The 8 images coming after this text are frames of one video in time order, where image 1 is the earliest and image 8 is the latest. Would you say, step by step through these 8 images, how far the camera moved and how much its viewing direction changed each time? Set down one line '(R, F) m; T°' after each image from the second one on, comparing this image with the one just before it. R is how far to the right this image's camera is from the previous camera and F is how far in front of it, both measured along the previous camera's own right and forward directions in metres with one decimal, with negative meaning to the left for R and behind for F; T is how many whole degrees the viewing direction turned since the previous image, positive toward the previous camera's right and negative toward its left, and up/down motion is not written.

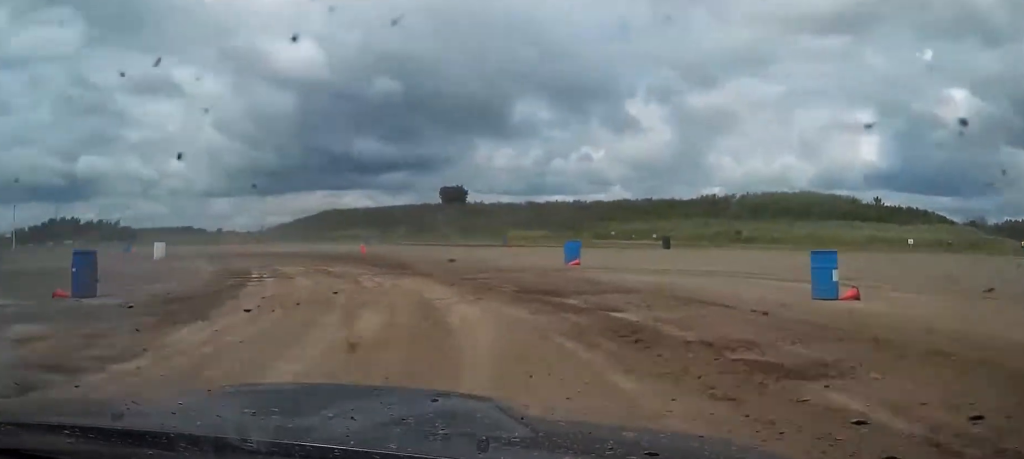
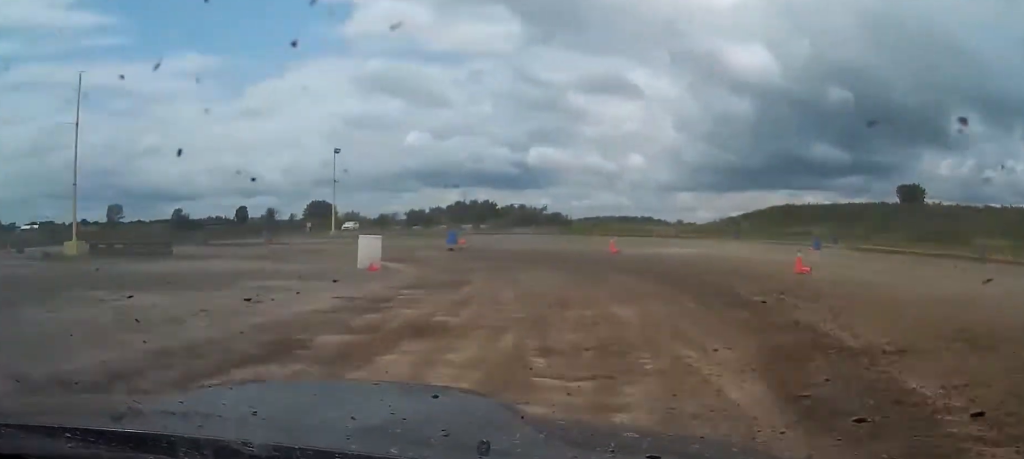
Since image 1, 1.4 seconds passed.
(-3.5, +12.2) m; -25°
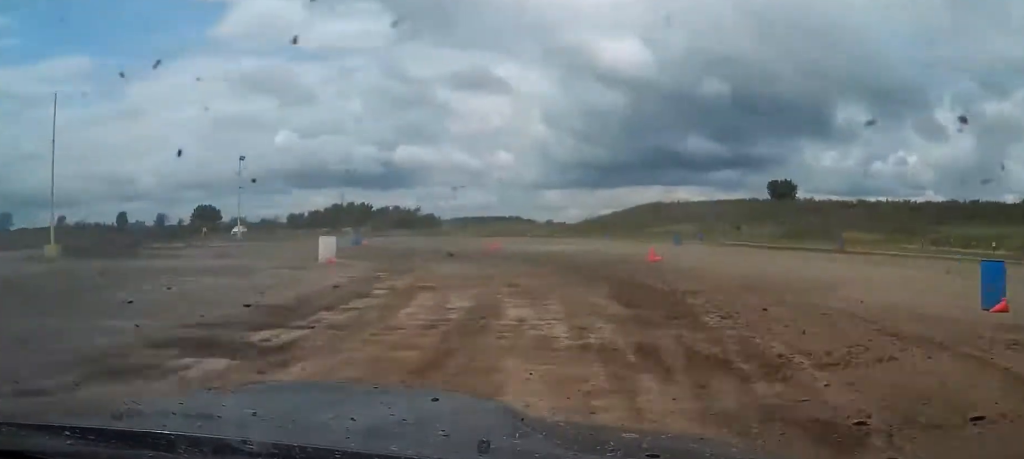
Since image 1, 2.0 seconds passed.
(0.0, +7.3) m; -6°
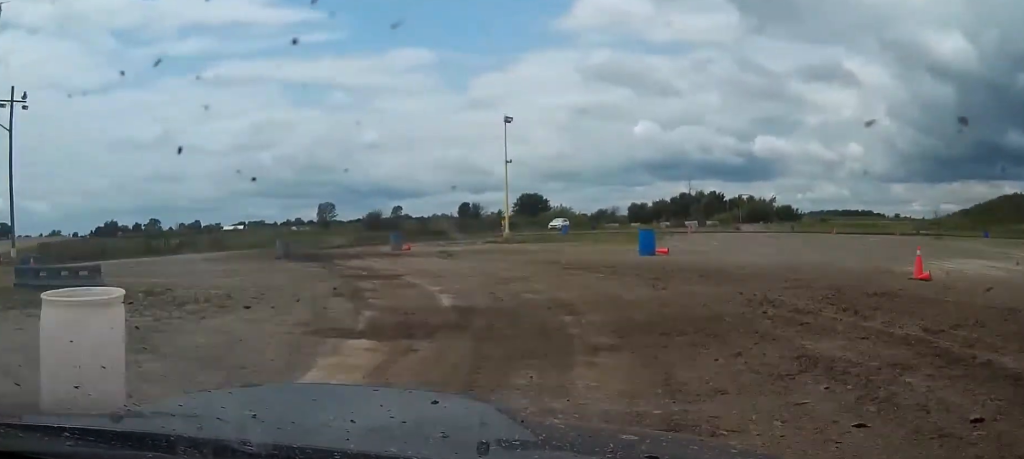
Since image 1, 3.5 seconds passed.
(-4.0, +19.3) m; -28°
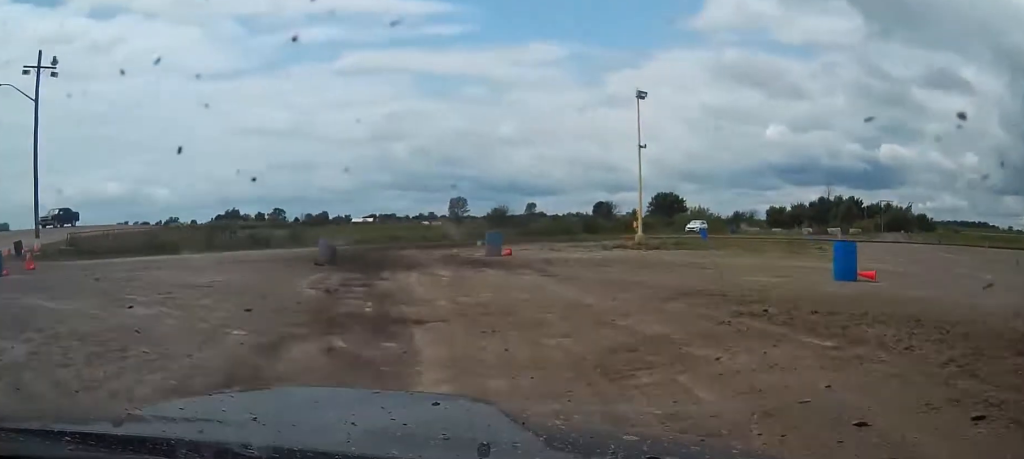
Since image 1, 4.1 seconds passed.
(-1.8, +8.7) m; -9°
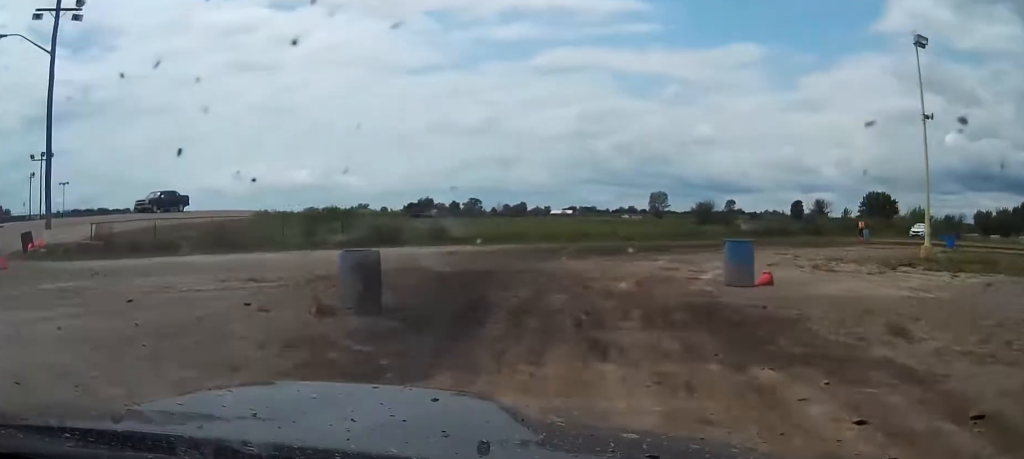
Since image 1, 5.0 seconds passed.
(-0.9, +14.0) m; -6°
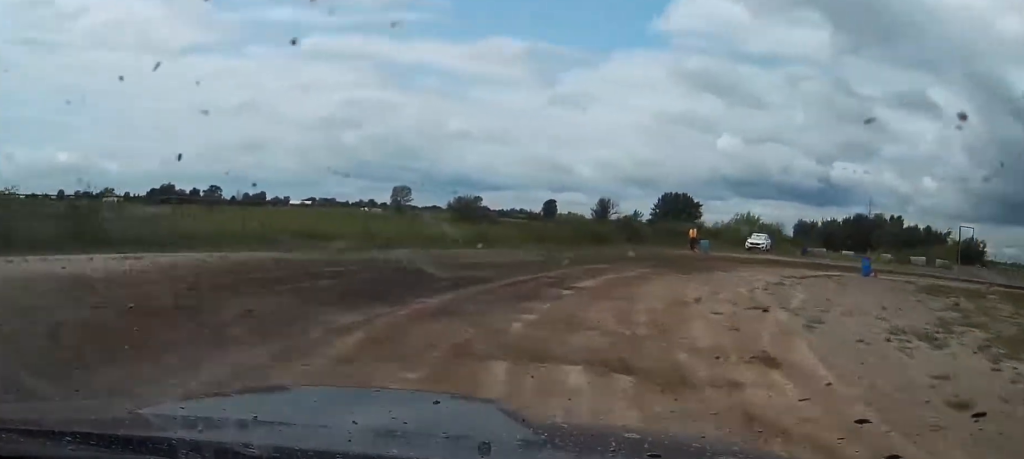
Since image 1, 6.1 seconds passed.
(-0.6, +16.7) m; +3°
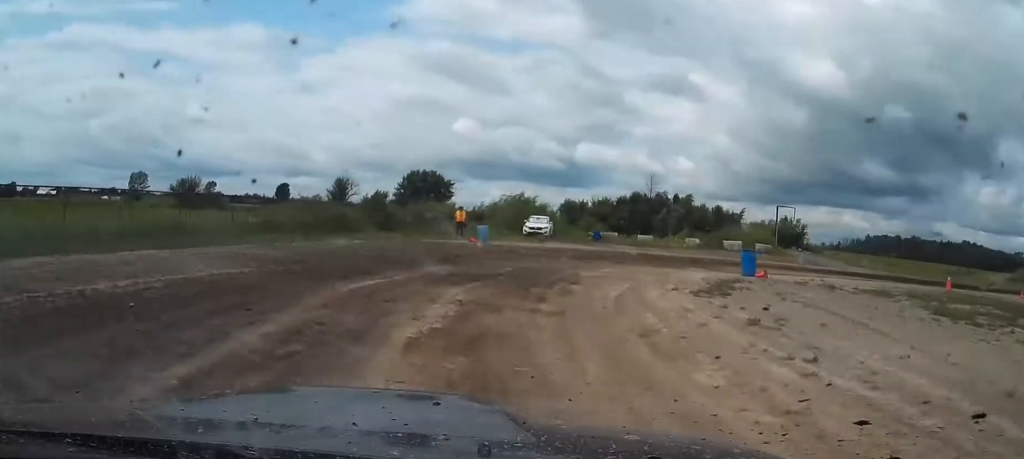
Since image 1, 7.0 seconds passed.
(+1.3, +12.6) m; +14°
